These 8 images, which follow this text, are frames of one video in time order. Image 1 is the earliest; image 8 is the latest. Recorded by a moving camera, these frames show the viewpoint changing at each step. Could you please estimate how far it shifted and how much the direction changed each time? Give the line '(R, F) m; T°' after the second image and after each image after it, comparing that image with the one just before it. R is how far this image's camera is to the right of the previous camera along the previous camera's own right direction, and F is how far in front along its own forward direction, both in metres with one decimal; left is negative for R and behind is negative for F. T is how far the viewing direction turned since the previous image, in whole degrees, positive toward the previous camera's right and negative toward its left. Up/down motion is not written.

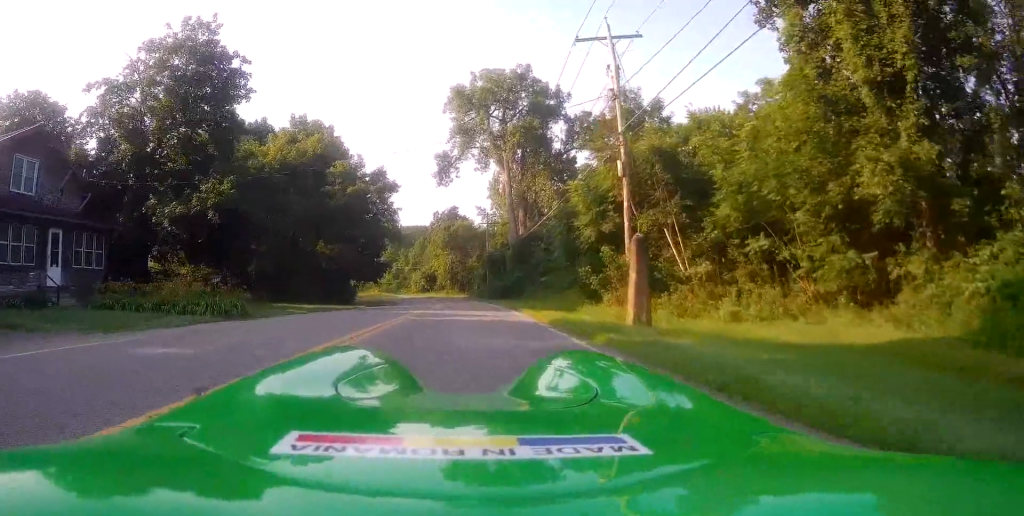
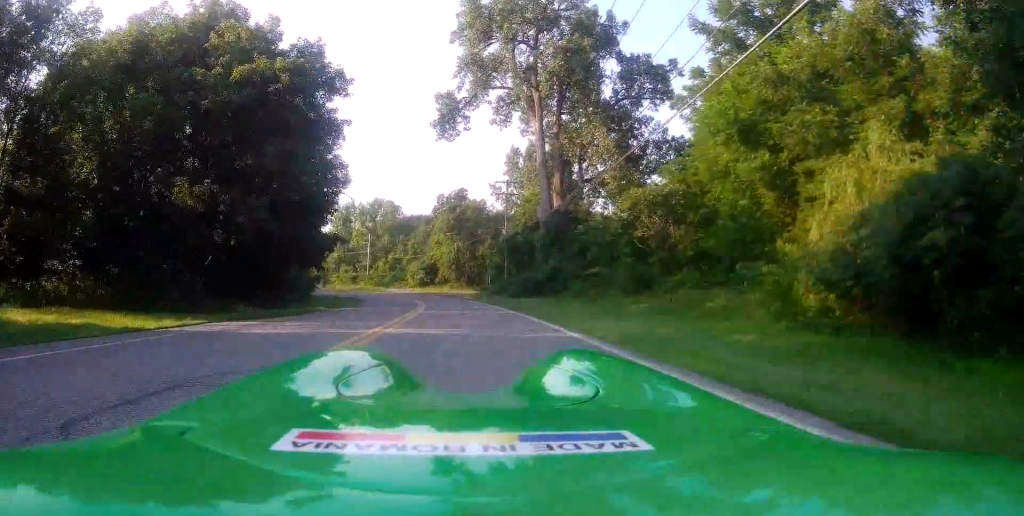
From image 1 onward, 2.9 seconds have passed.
(-0.1, +24.1) m; -1°
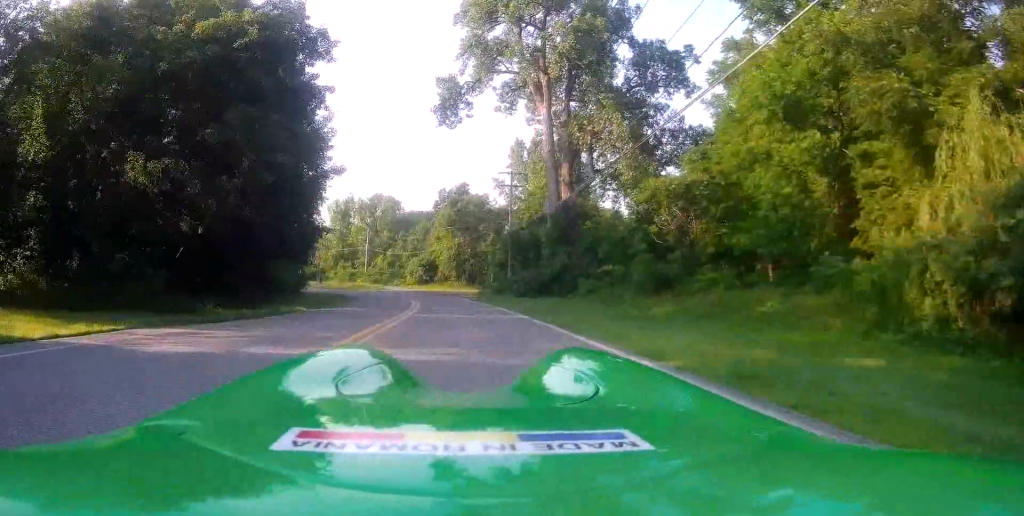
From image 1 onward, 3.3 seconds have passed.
(+0.2, +3.5) m; -1°
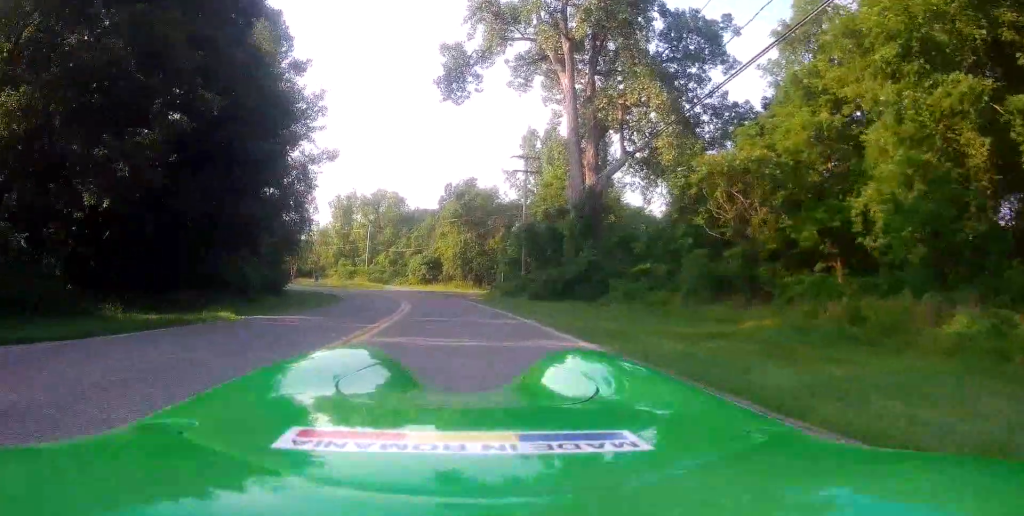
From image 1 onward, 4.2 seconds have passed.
(-0.5, +7.5) m; -2°
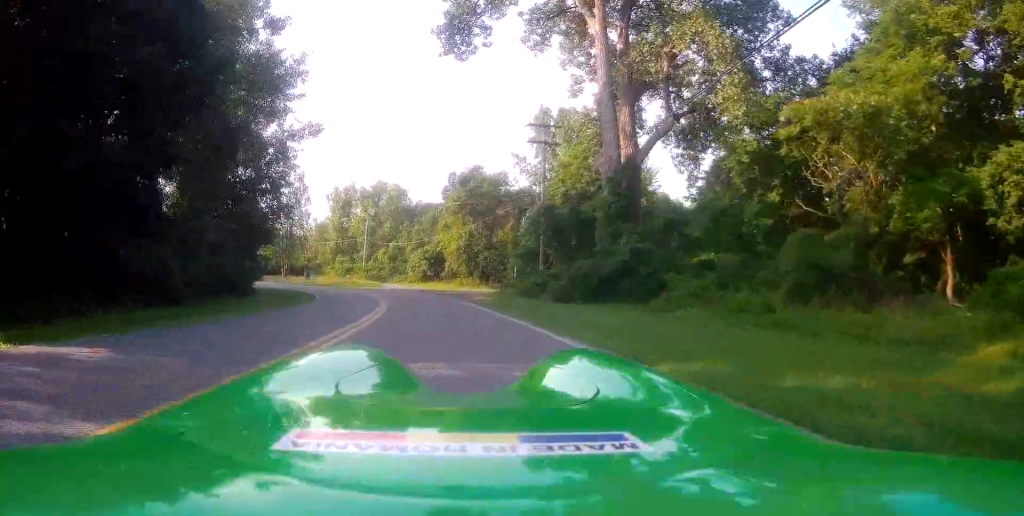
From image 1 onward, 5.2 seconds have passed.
(+0.2, +8.7) m; 0°
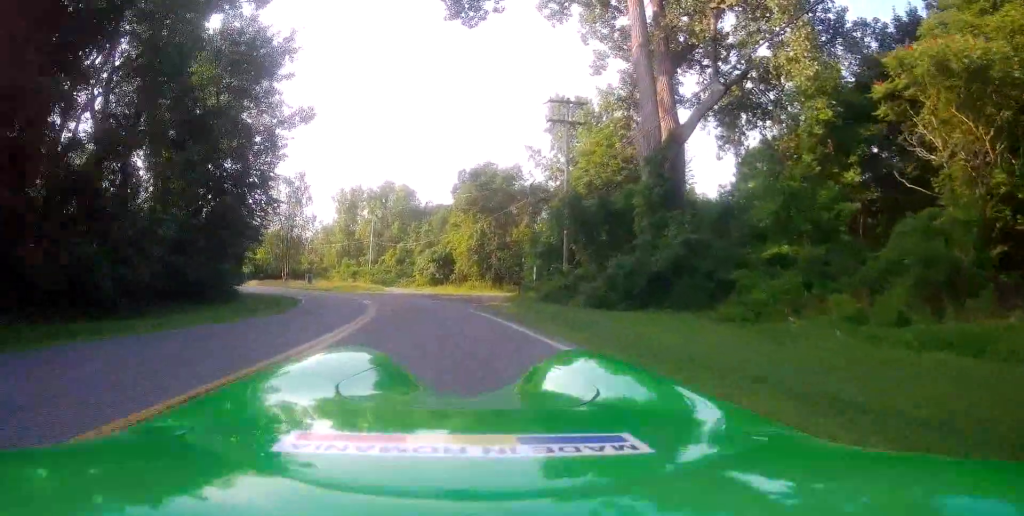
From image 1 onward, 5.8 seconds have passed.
(-0.1, +5.5) m; -3°
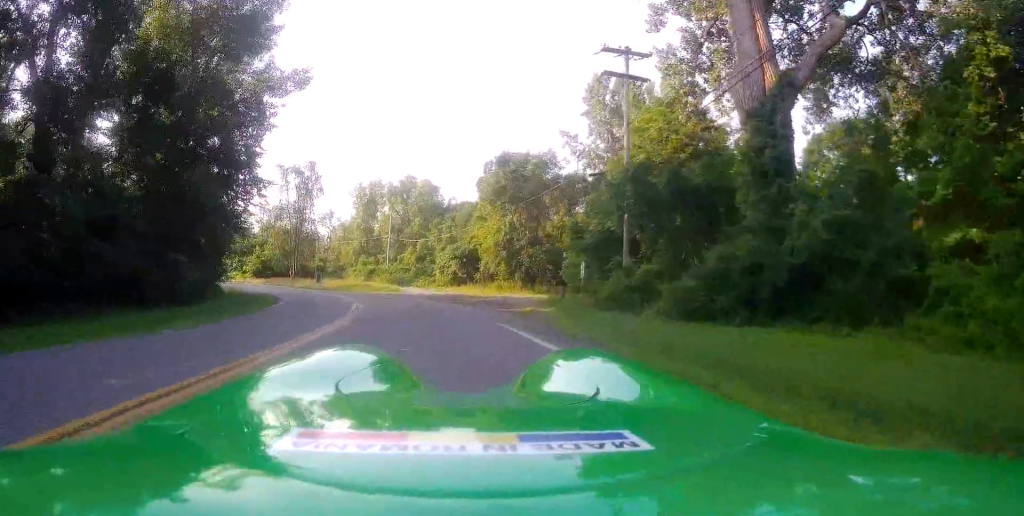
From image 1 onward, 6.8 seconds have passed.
(-0.4, +8.5) m; -4°
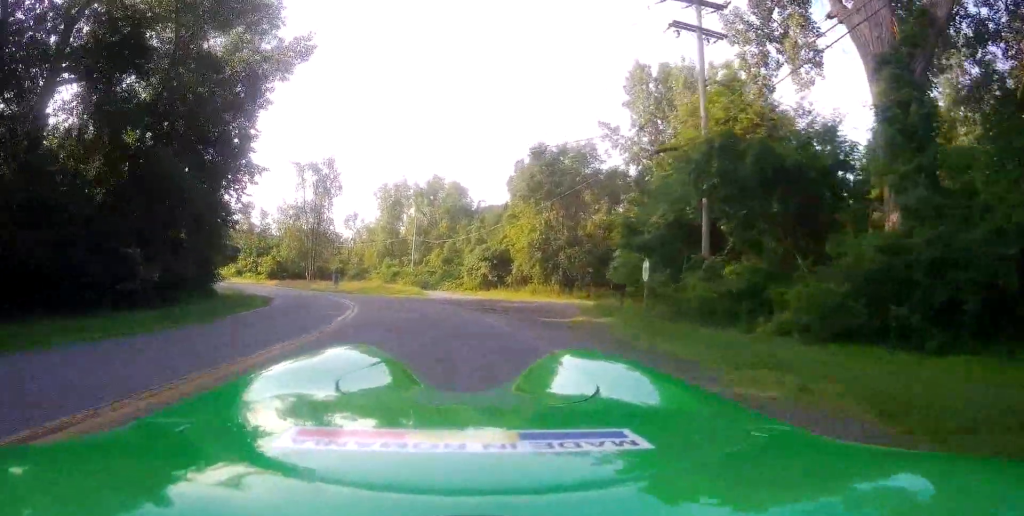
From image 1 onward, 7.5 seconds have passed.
(-0.2, +5.9) m; -1°
